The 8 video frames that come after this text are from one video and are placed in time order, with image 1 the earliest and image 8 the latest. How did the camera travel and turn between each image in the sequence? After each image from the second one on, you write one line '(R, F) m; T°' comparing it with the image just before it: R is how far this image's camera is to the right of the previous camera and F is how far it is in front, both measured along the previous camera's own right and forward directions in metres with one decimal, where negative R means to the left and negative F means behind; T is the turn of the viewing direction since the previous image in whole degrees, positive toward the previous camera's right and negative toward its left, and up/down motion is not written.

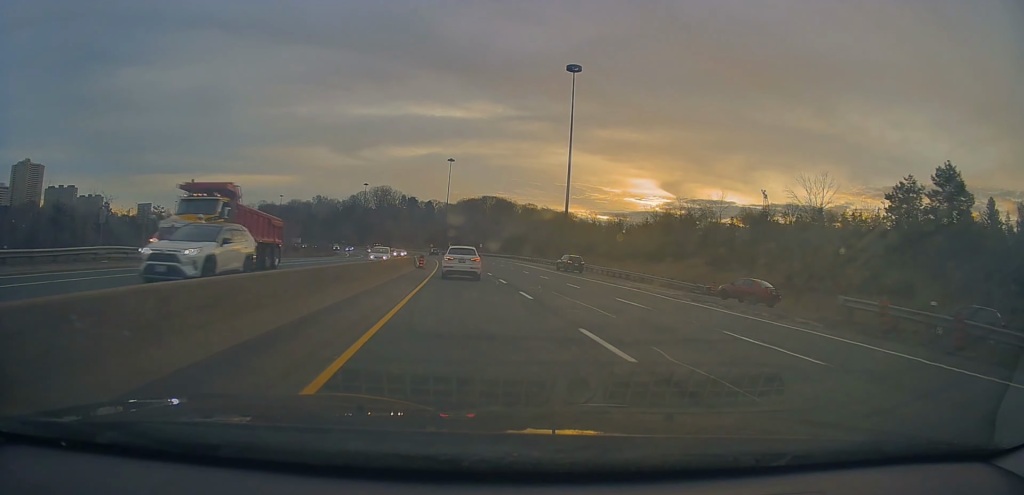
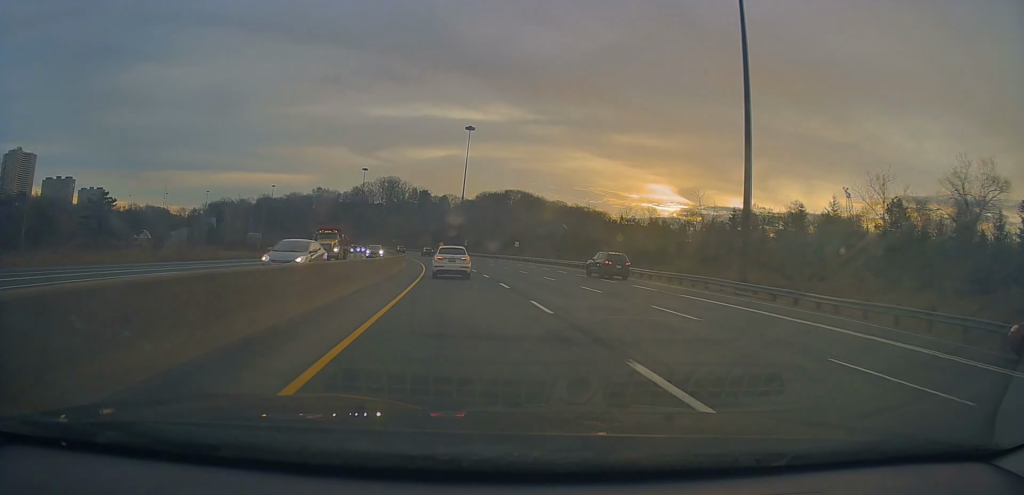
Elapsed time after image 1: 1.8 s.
(-0.3, +57.6) m; -1°
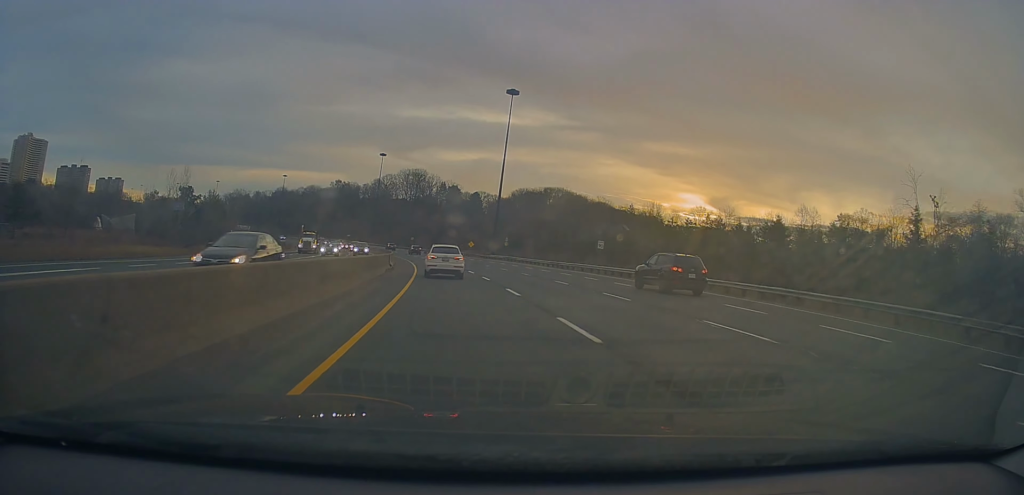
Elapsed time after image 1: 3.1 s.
(-0.6, +38.7) m; -4°
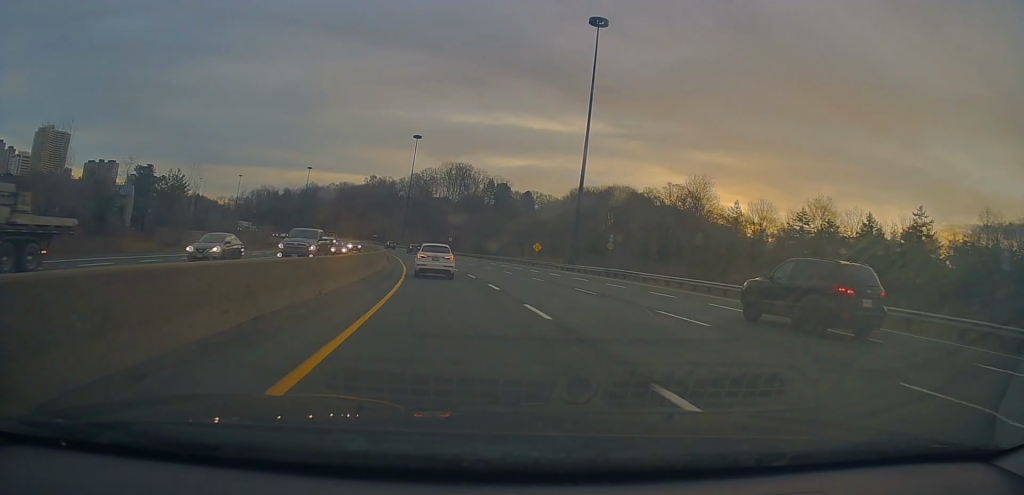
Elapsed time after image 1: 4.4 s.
(-1.9, +40.9) m; -5°
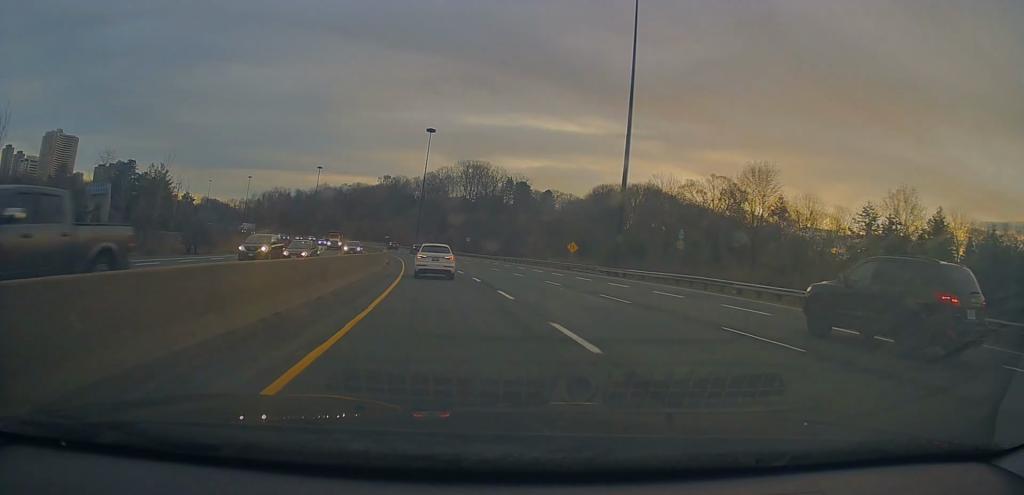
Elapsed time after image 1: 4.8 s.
(+0.3, +12.6) m; -2°
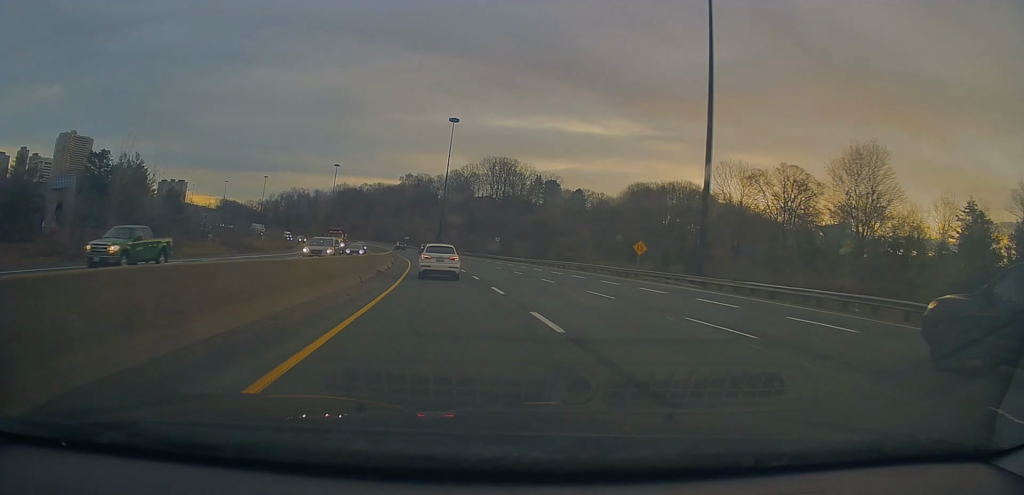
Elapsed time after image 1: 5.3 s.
(-0.7, +15.7) m; -2°
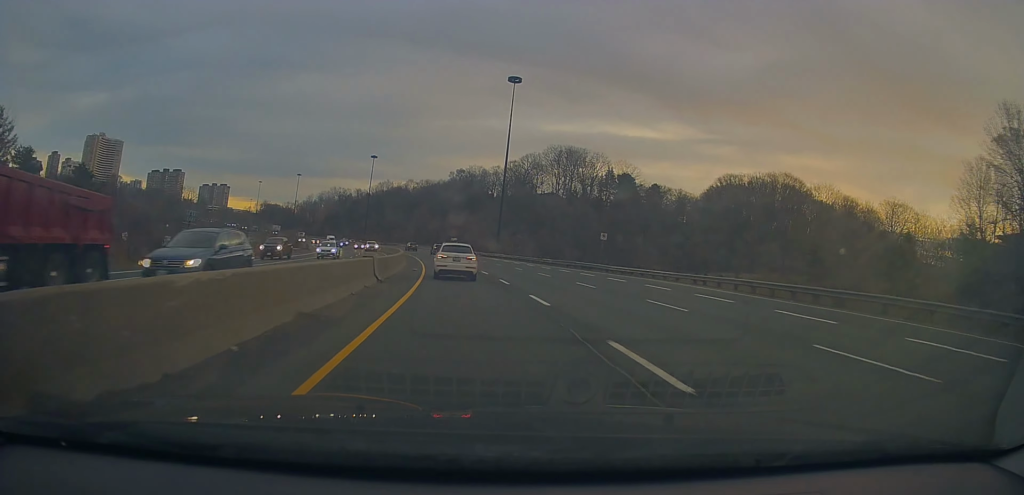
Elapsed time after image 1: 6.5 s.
(-1.8, +39.5) m; -5°
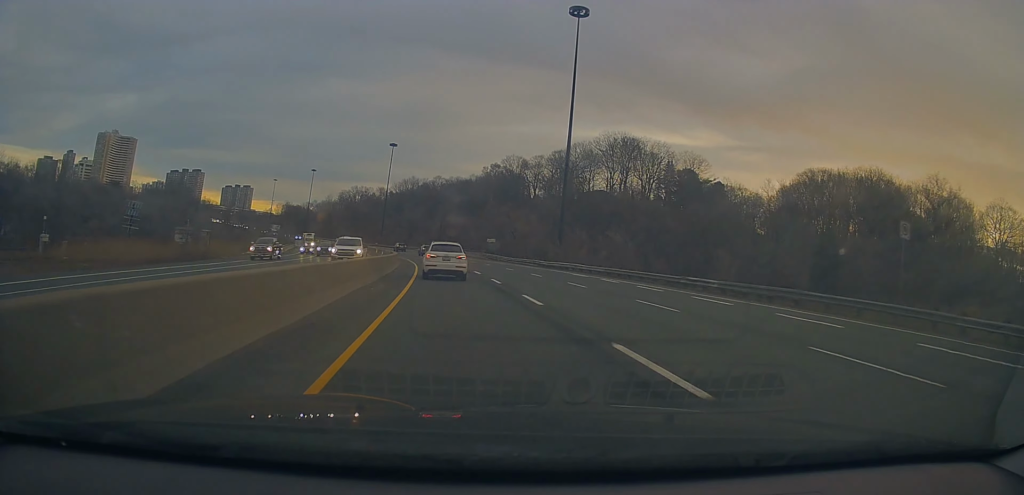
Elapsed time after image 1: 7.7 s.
(-1.5, +35.8) m; -4°
